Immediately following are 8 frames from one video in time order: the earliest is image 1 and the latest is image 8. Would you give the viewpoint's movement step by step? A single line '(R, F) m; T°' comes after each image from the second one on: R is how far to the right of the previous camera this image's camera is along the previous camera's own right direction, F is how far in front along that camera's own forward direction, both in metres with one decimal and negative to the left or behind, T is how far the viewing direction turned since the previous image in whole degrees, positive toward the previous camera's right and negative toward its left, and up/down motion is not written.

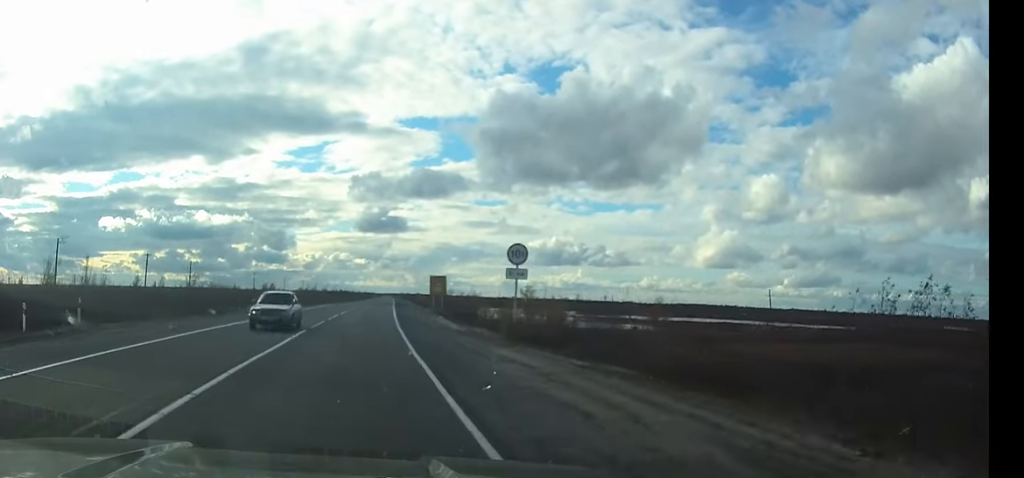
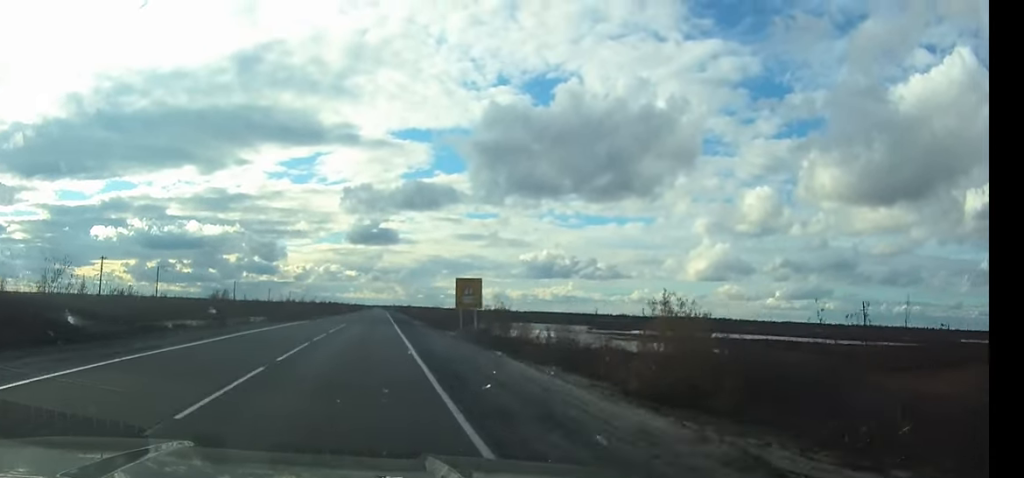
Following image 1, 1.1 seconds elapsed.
(+0.1, +24.5) m; +1°
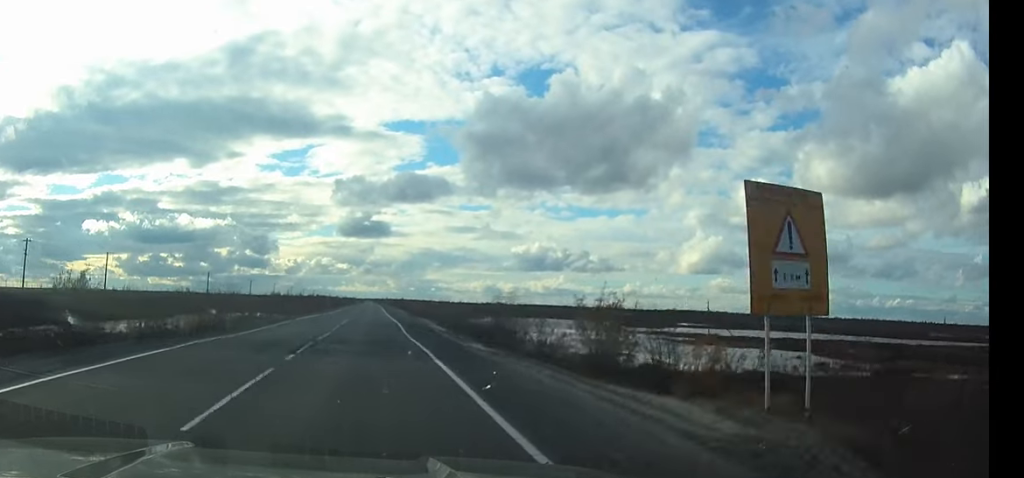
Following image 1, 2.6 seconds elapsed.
(+0.2, +33.1) m; +1°
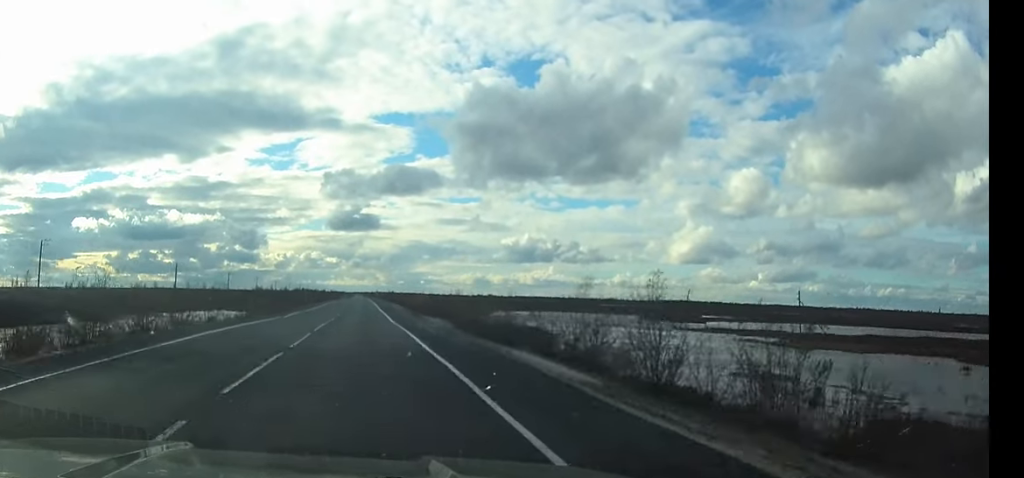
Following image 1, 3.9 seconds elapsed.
(+0.2, +29.4) m; 0°
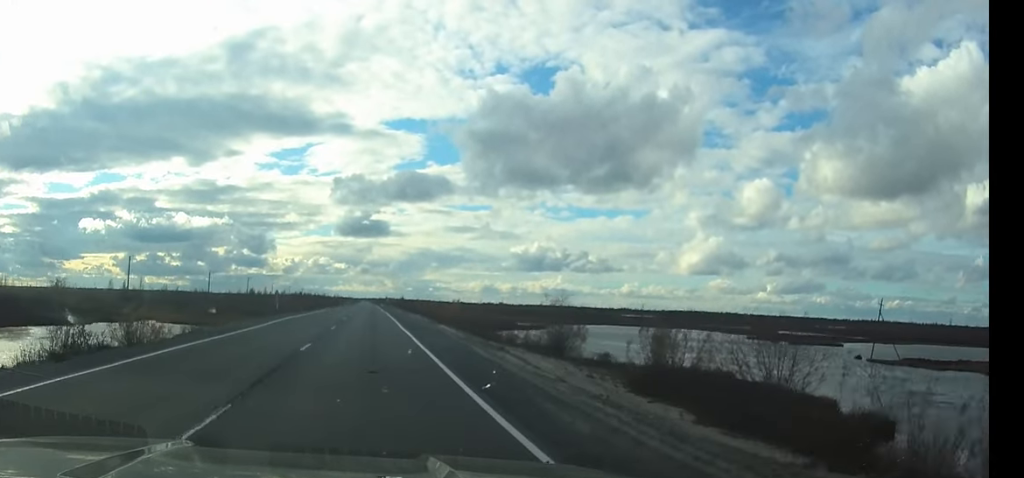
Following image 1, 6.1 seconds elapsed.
(-0.1, +51.7) m; 0°
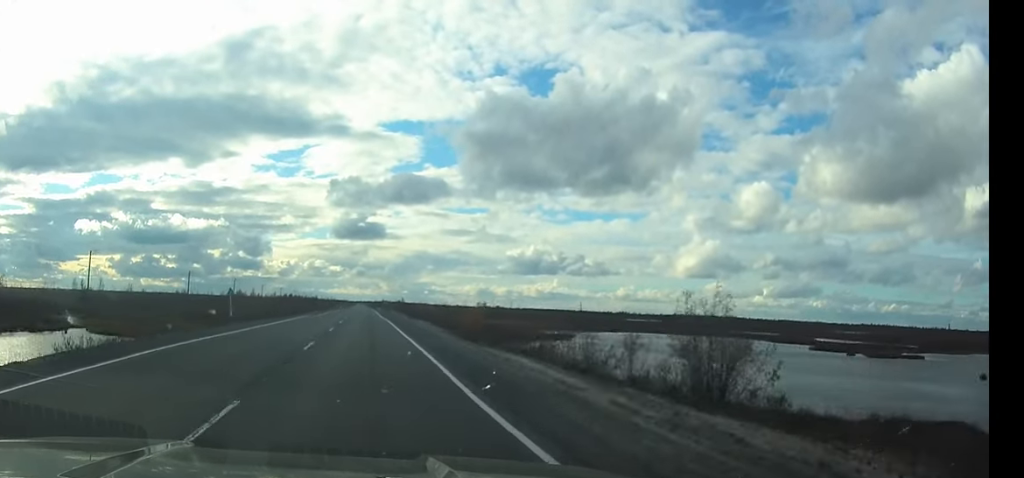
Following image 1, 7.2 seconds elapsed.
(0.0, +23.2) m; 0°
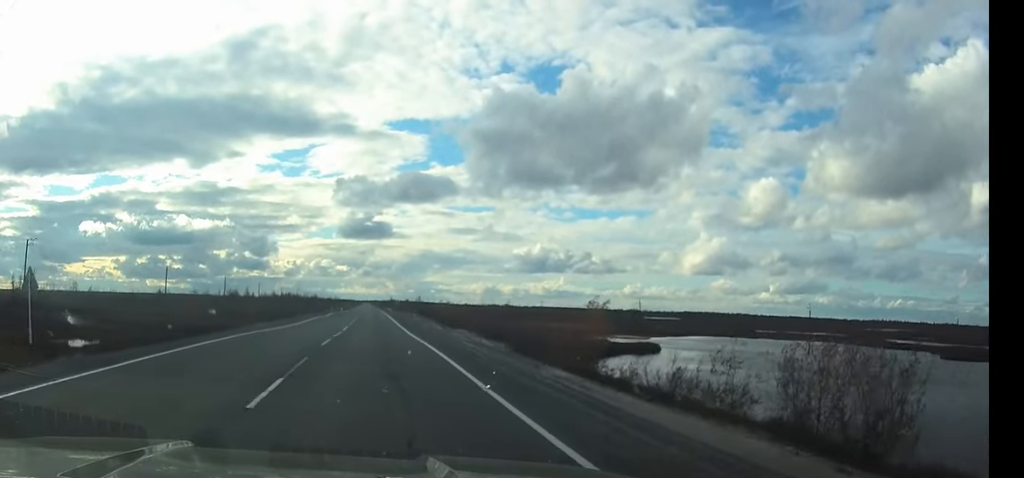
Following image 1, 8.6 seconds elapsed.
(-0.1, +33.0) m; 0°
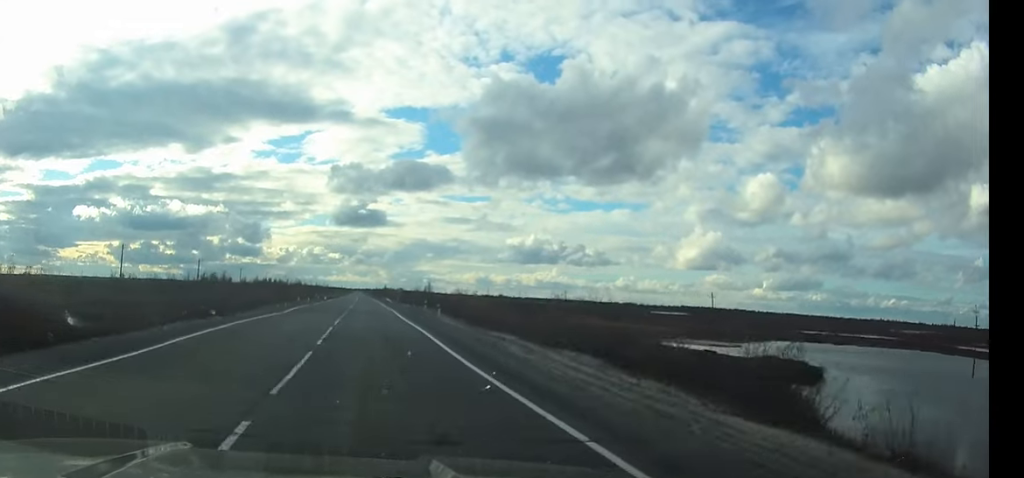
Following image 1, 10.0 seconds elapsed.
(+0.1, +34.4) m; 0°
